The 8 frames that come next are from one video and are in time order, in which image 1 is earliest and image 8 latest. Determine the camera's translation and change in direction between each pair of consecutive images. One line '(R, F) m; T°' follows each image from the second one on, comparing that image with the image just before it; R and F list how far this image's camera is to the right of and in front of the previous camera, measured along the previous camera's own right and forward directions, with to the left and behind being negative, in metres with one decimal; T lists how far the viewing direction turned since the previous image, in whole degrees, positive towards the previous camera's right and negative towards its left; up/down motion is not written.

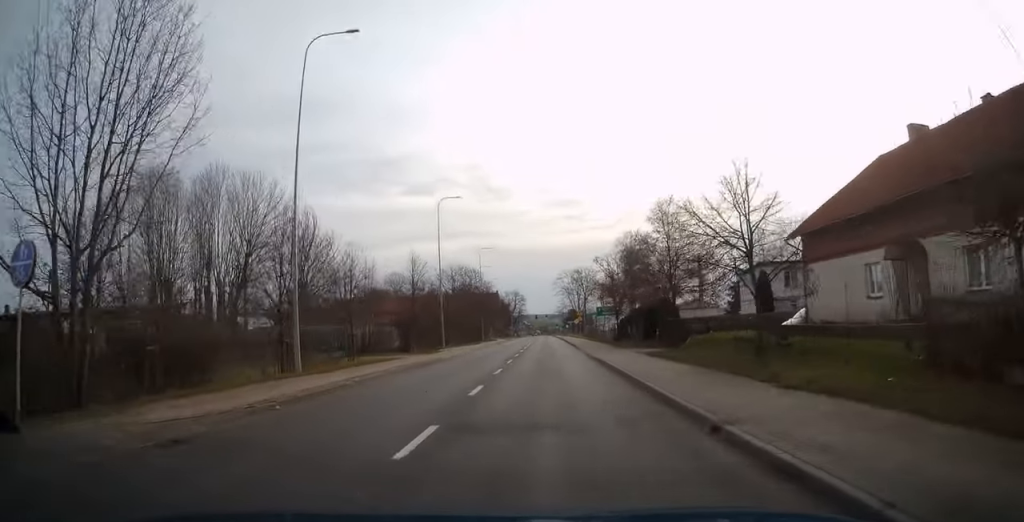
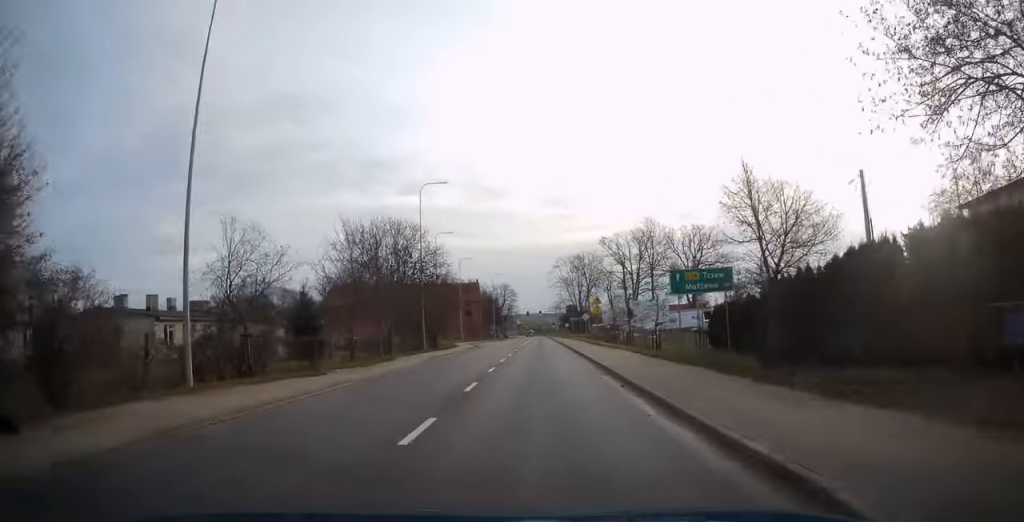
(+0.3, +35.3) m; +1°
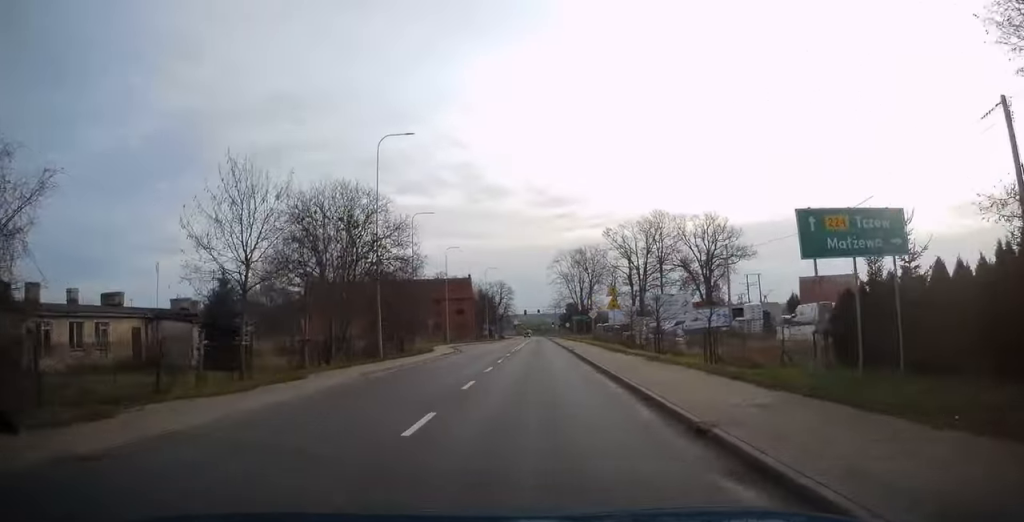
(+0.2, +11.4) m; 0°
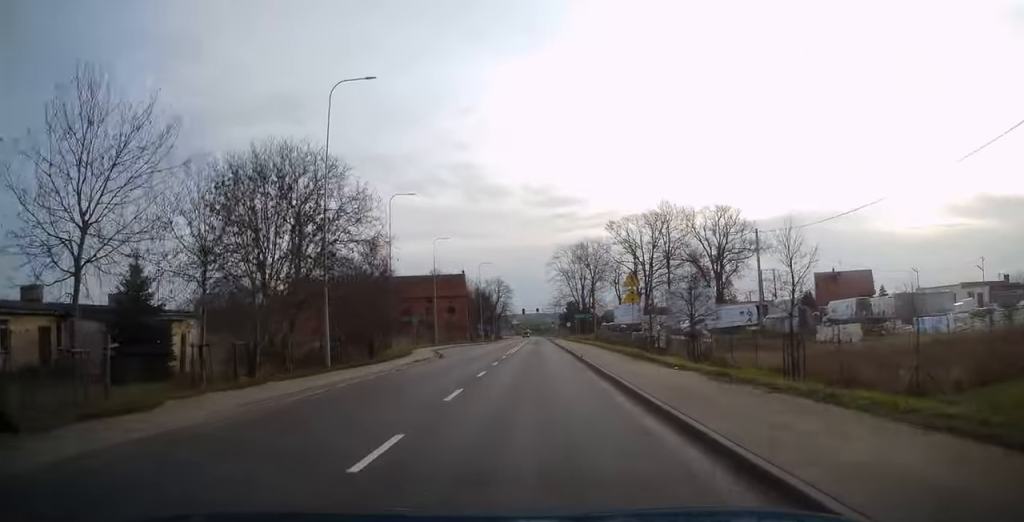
(-0.2, +7.9) m; -1°
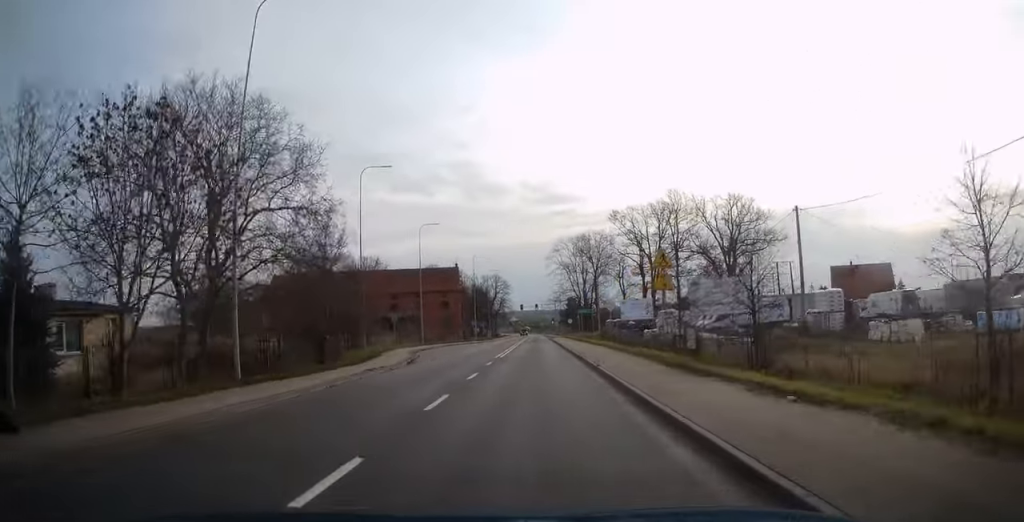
(-0.1, +7.6) m; 0°
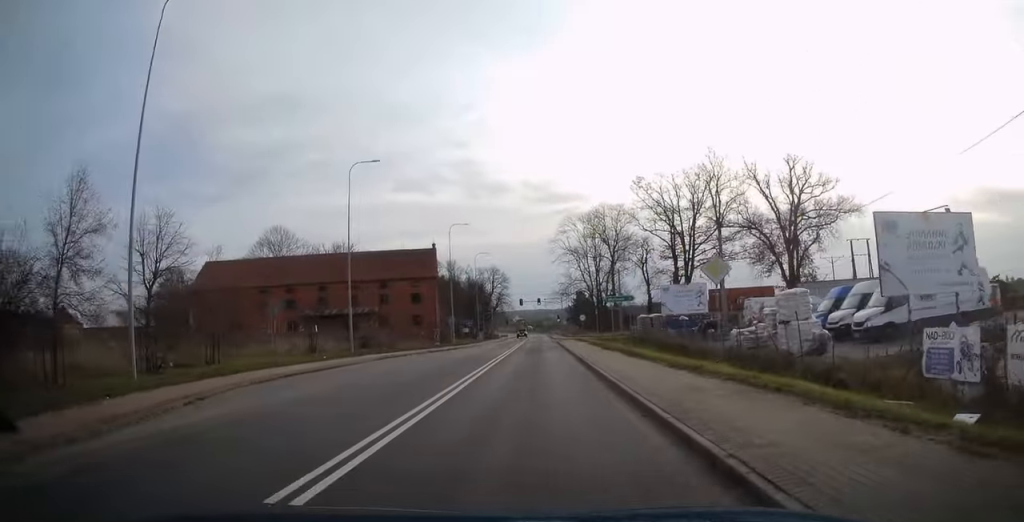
(+0.1, +23.6) m; +1°
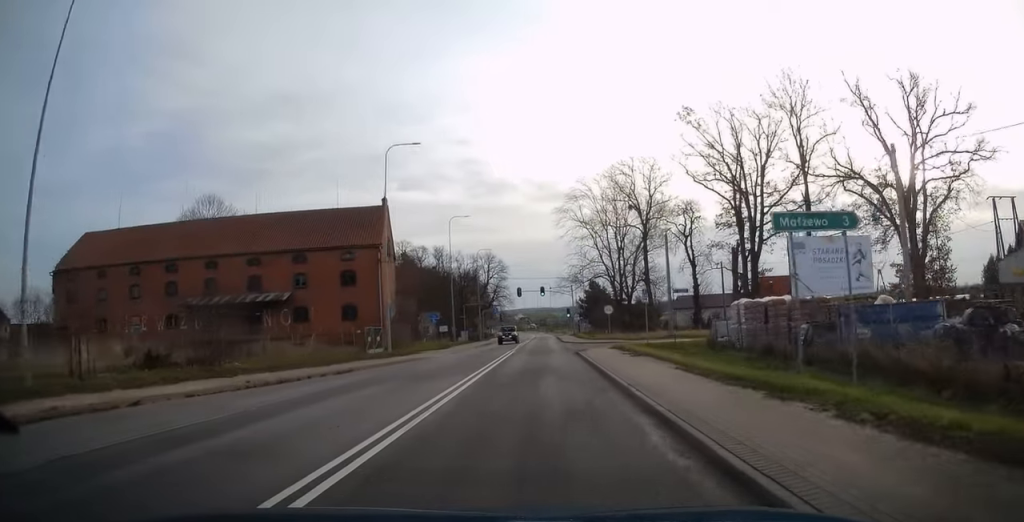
(+0.3, +26.4) m; 0°
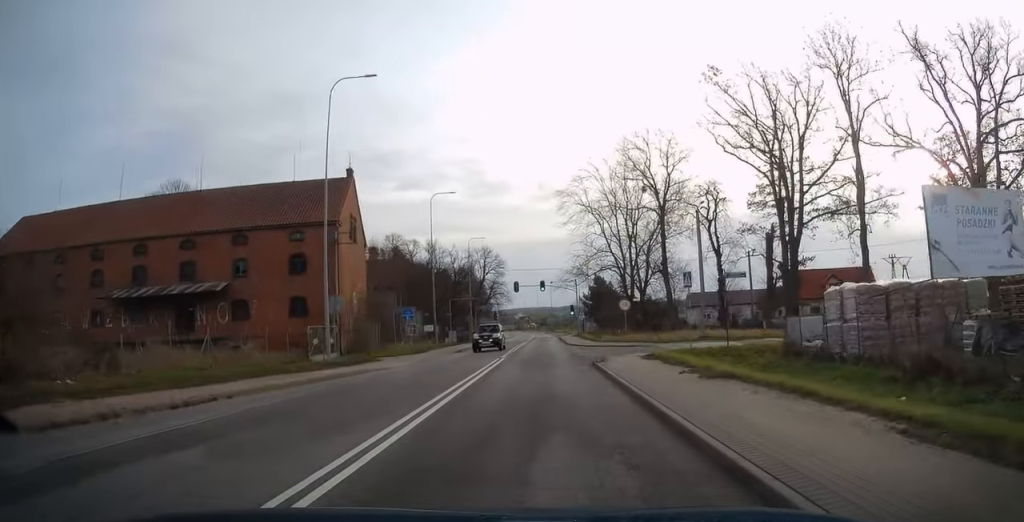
(-0.1, +9.8) m; -1°
